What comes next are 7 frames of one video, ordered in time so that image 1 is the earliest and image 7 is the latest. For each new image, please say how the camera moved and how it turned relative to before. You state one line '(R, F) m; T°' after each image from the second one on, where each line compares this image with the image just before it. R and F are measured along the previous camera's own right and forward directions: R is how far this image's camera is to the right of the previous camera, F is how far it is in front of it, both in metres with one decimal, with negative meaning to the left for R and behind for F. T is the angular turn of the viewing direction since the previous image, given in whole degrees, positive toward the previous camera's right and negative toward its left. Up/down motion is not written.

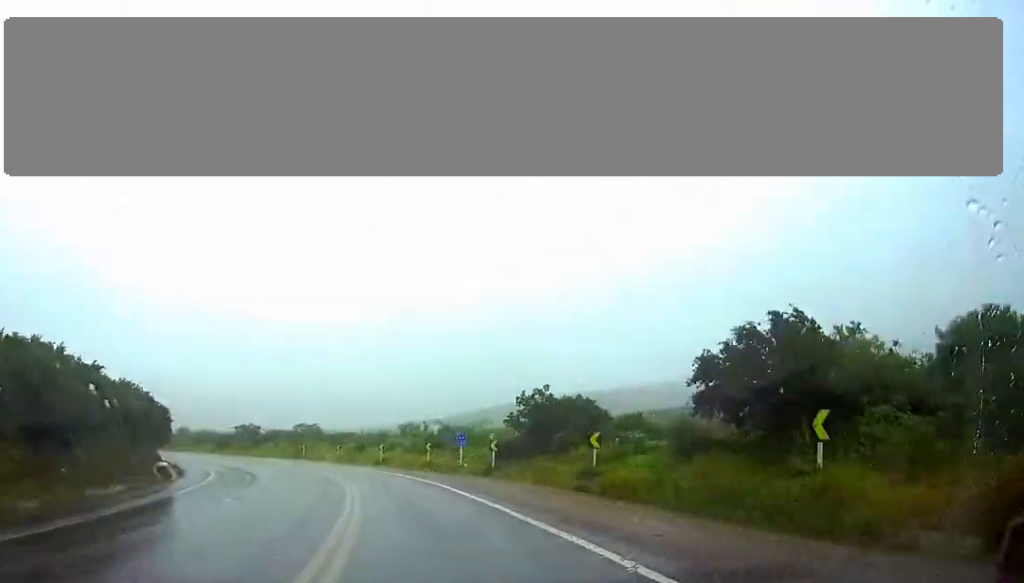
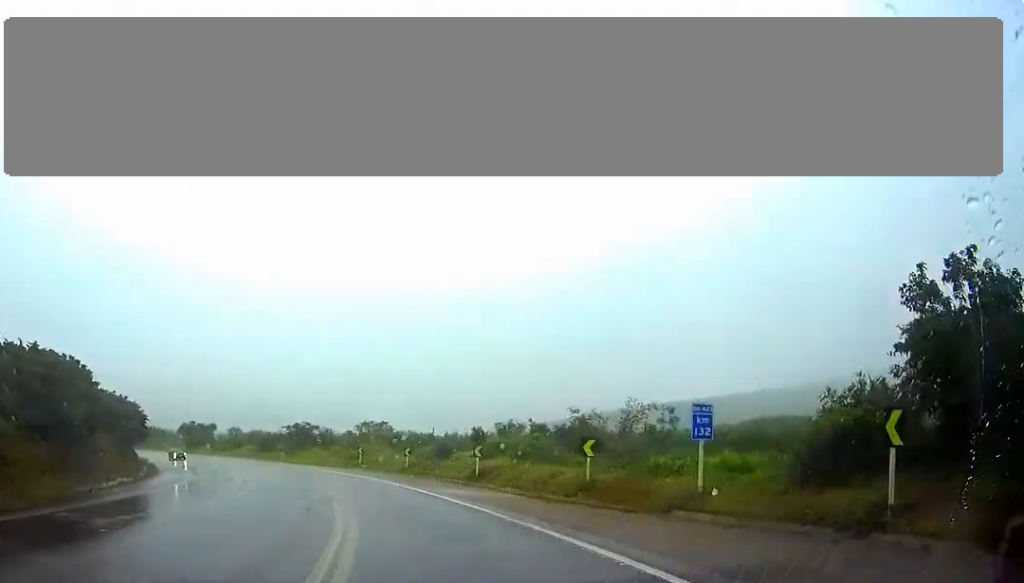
(-1.7, +31.6) m; -7°
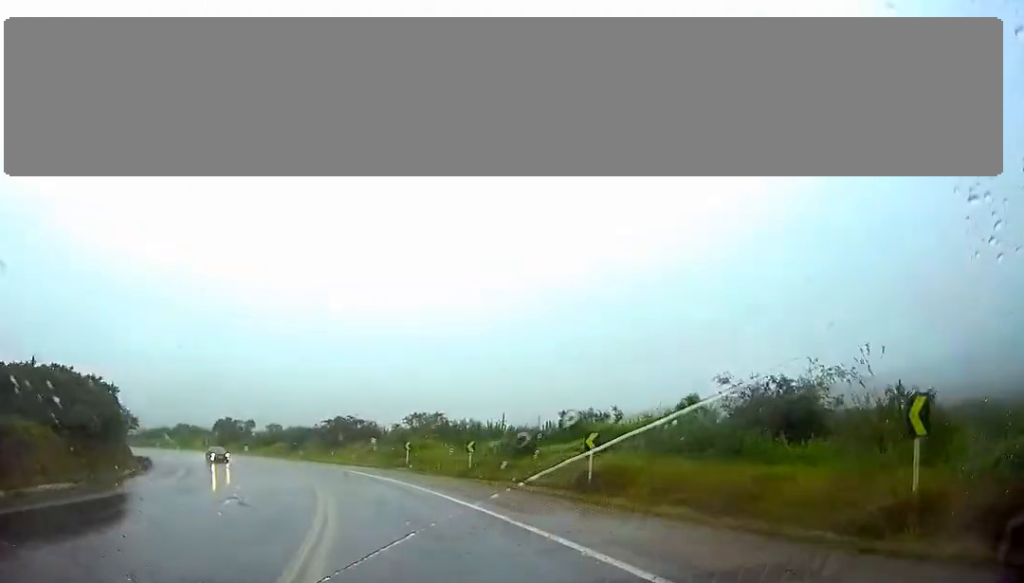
(-0.4, +16.1) m; -4°
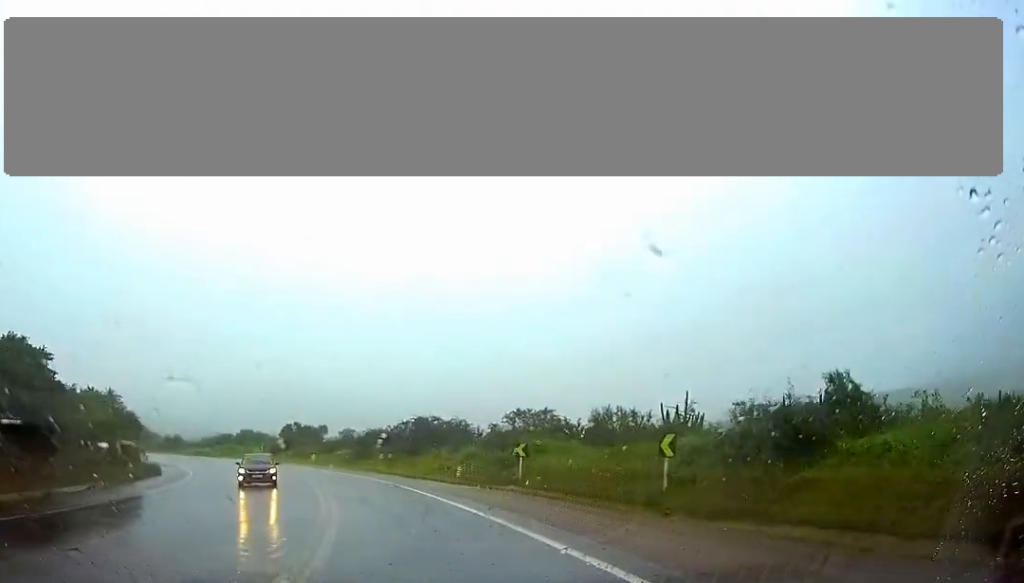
(-1.0, +20.8) m; -7°
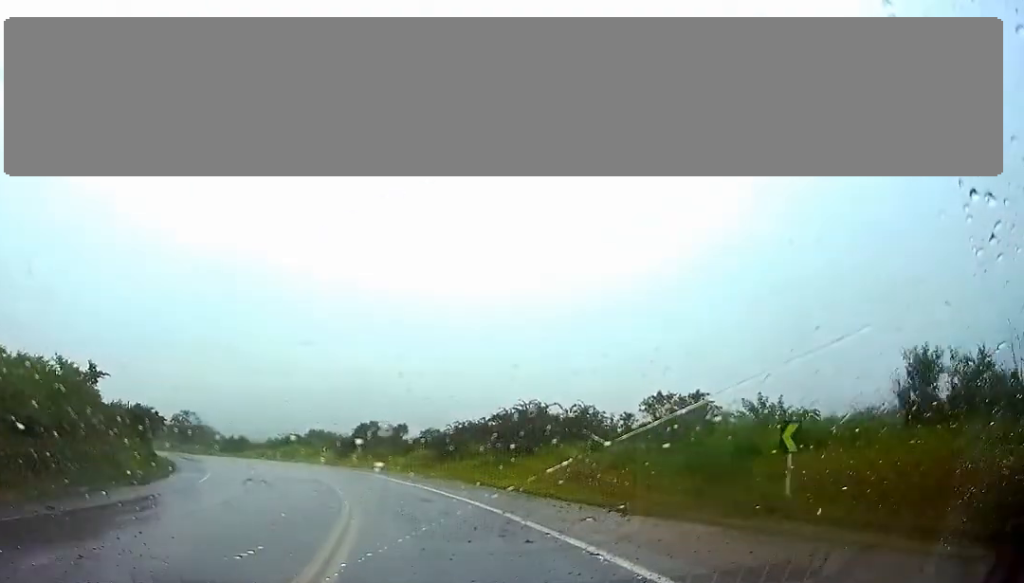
(-1.5, +18.8) m; -4°
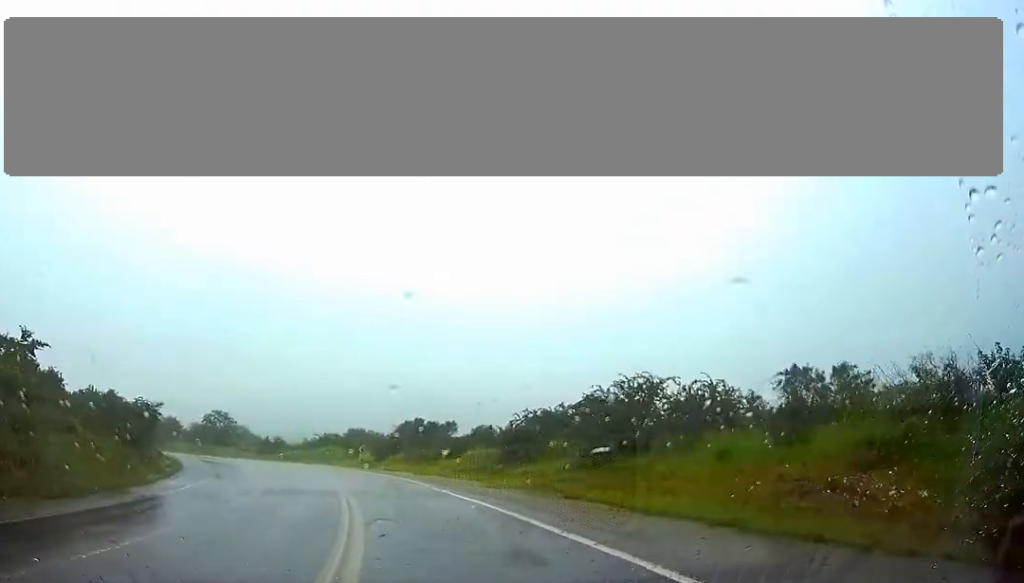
(-0.1, +13.3) m; -2°
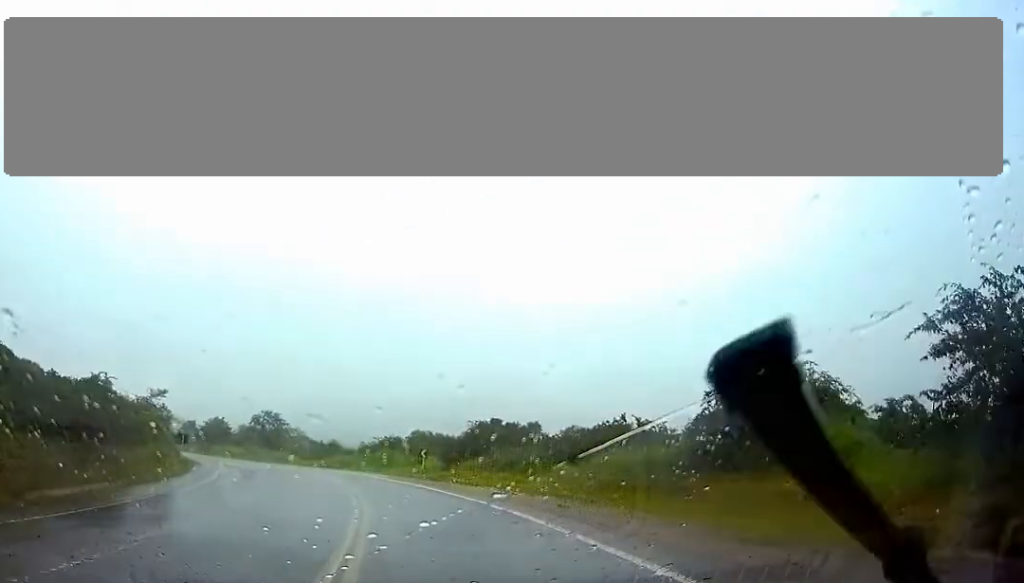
(-0.7, +19.7) m; -5°
